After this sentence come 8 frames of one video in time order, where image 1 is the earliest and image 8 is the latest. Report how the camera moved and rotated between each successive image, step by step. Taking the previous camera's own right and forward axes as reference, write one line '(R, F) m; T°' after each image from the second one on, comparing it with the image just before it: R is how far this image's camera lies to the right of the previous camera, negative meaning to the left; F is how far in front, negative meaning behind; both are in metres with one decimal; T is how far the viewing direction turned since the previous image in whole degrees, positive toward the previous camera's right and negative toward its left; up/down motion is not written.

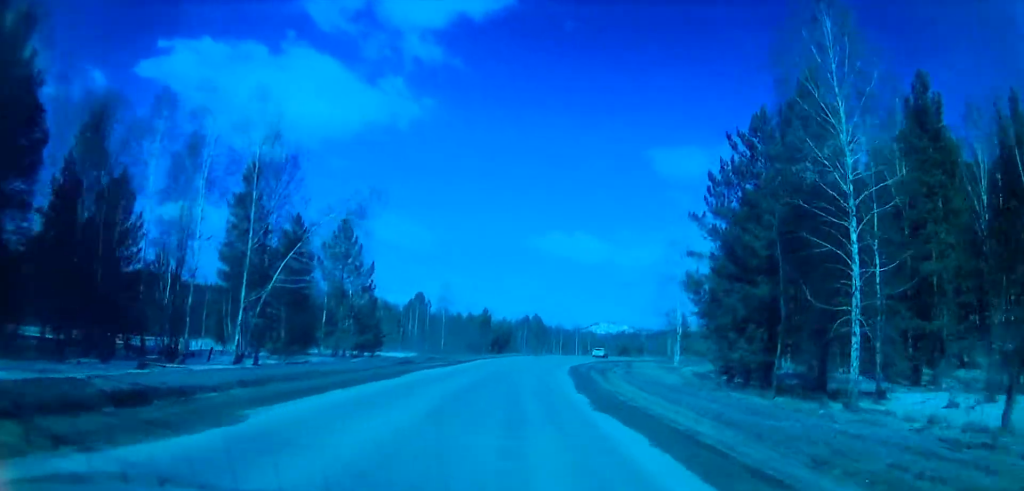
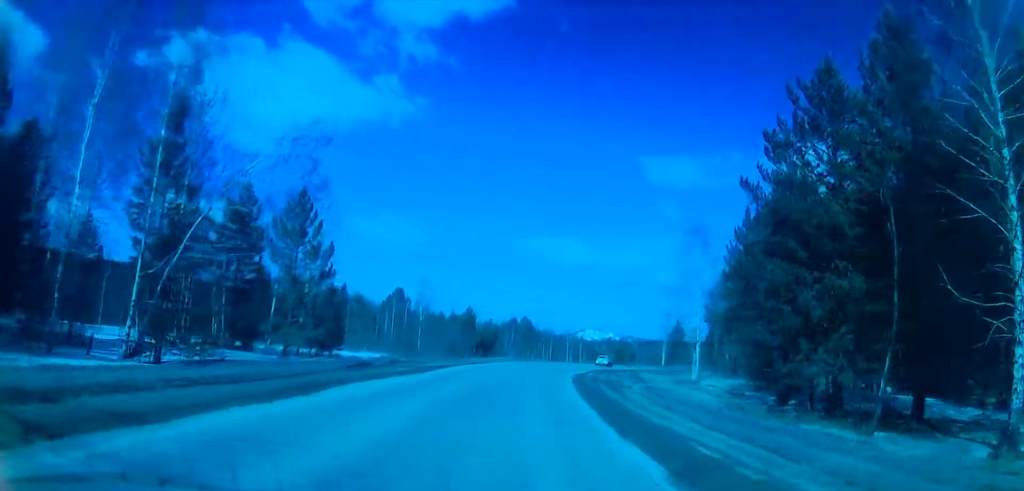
(0.0, +10.3) m; +1°
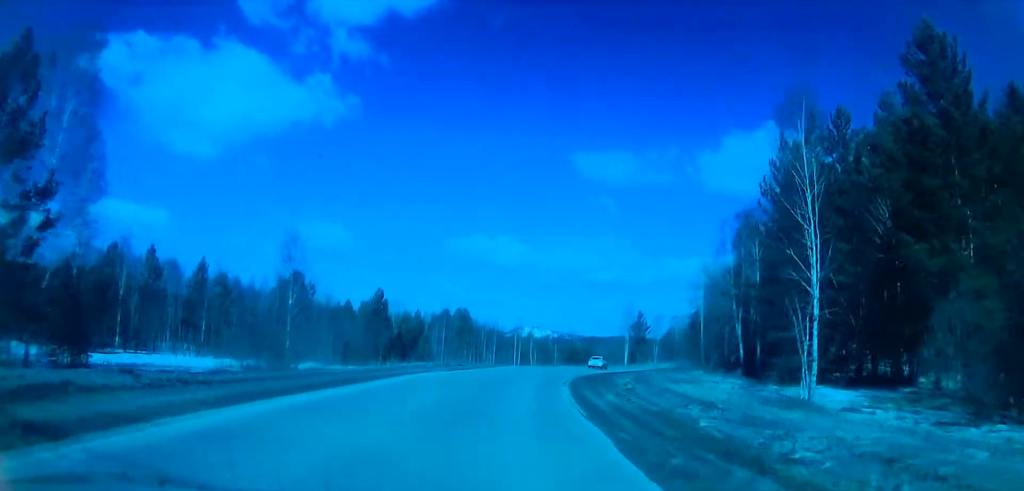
(+0.6, +28.7) m; +2°
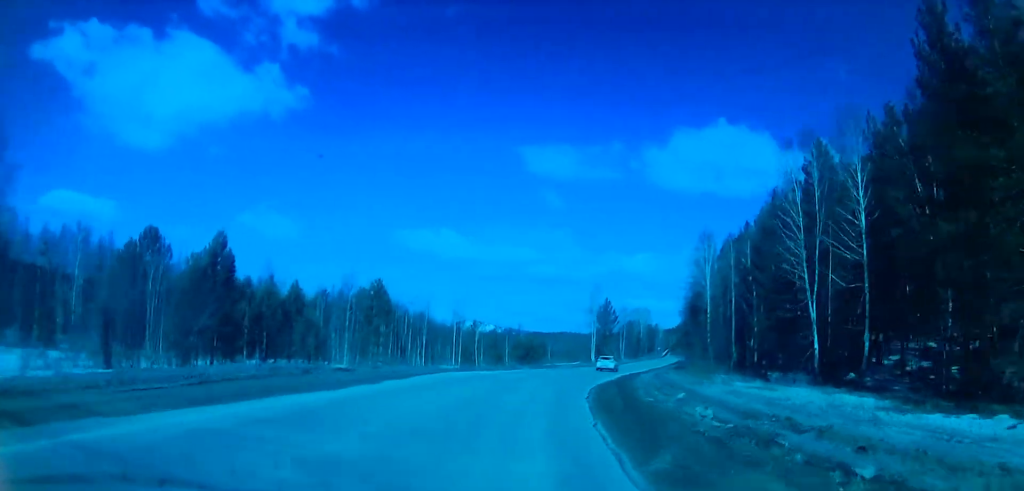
(+0.5, +29.1) m; +5°
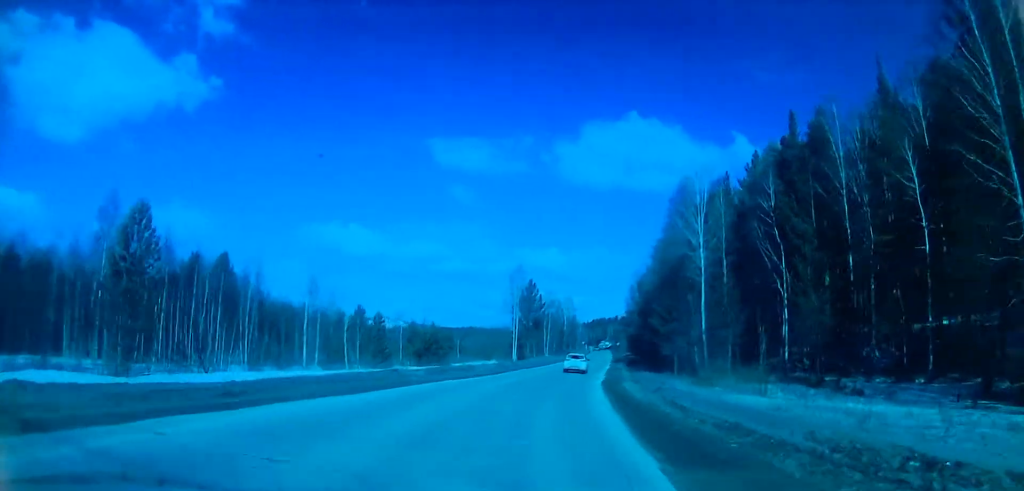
(+2.2, +27.1) m; +8°
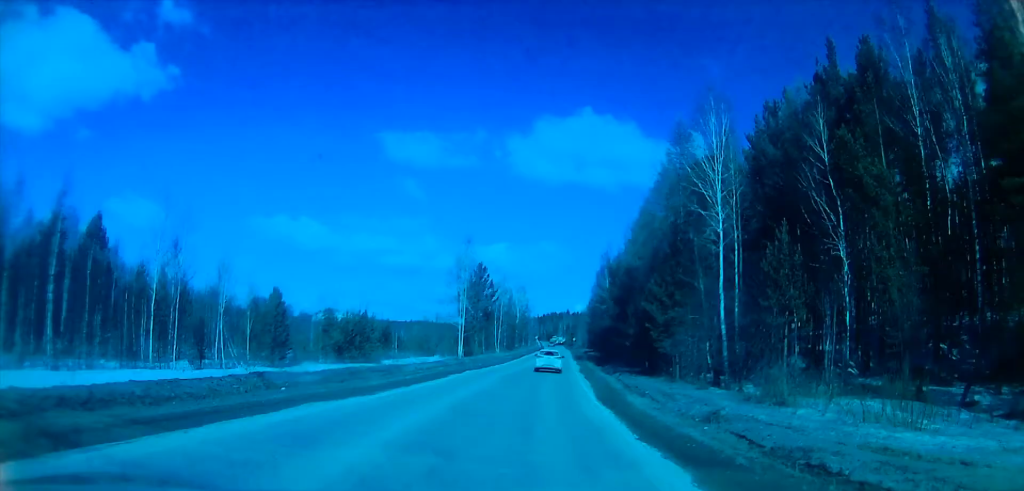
(+0.5, +14.7) m; +4°
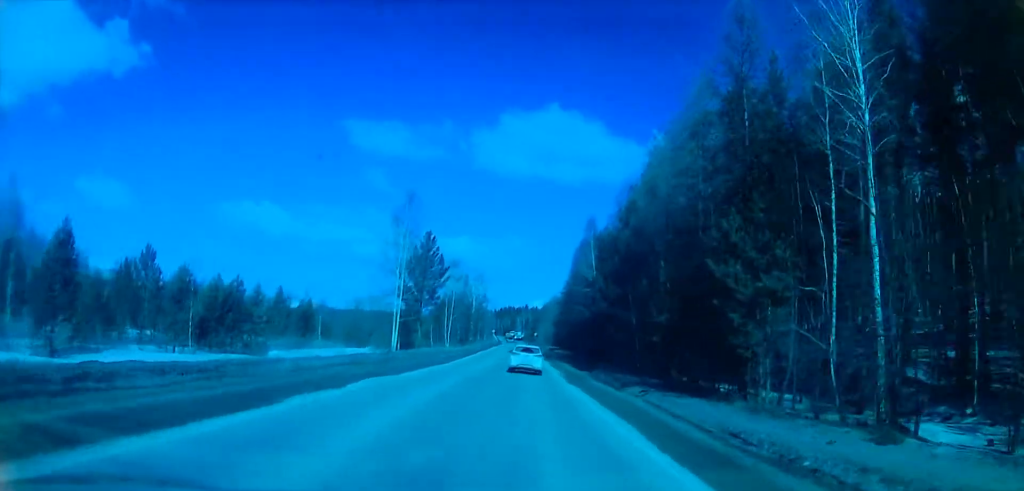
(+1.1, +20.3) m; +5°
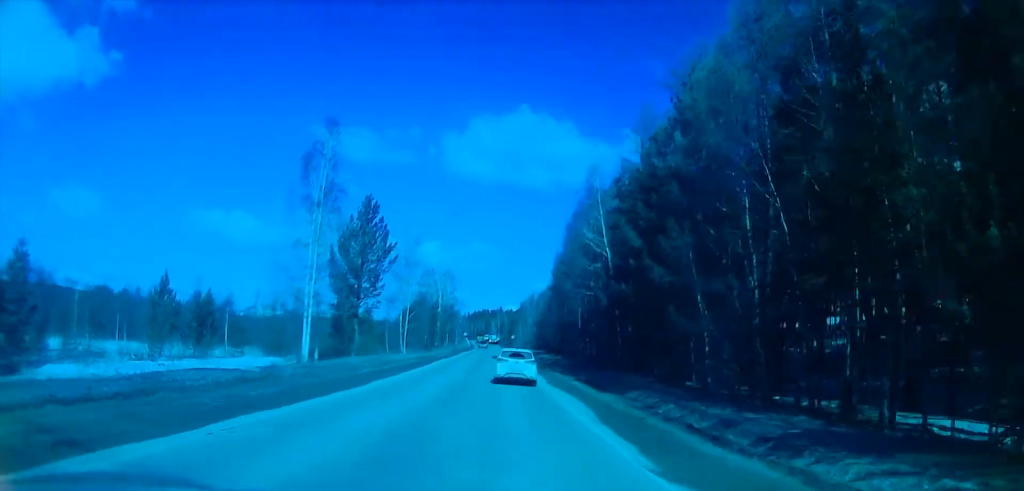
(+0.8, +22.7) m; +4°
